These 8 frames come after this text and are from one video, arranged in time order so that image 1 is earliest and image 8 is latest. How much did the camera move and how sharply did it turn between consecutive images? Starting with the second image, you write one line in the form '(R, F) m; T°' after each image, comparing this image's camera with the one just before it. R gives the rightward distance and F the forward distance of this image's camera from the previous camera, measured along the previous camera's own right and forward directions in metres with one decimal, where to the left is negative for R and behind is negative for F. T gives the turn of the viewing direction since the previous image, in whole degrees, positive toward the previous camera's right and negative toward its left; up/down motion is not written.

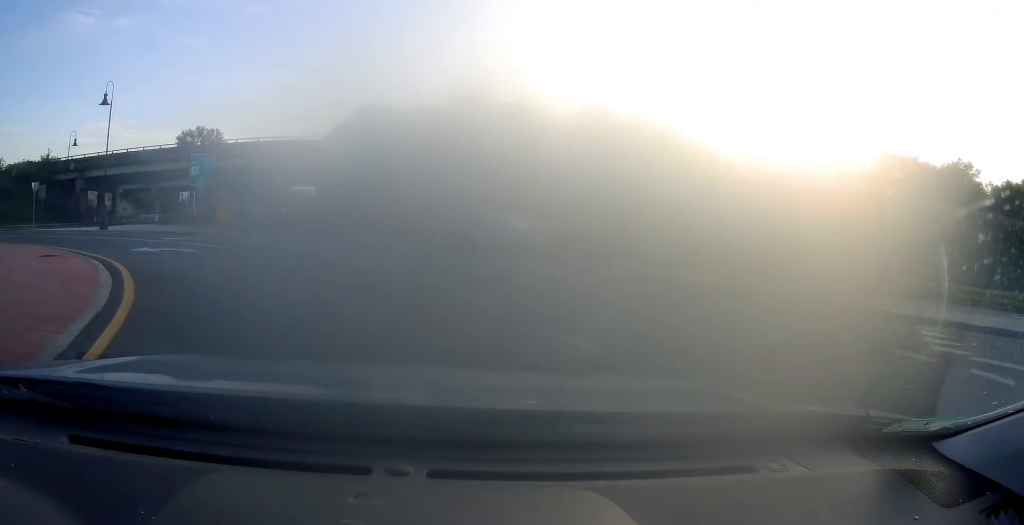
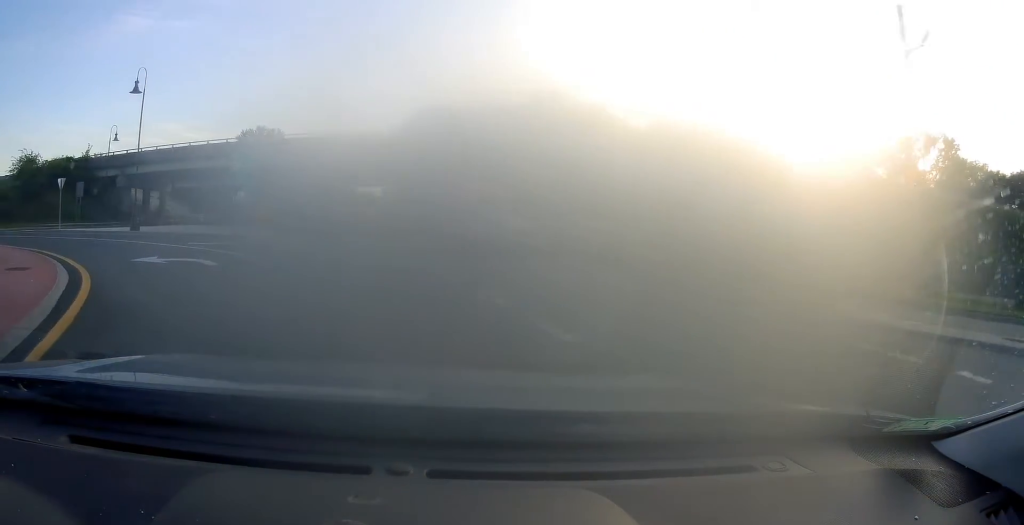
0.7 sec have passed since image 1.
(-0.2, +4.5) m; -5°
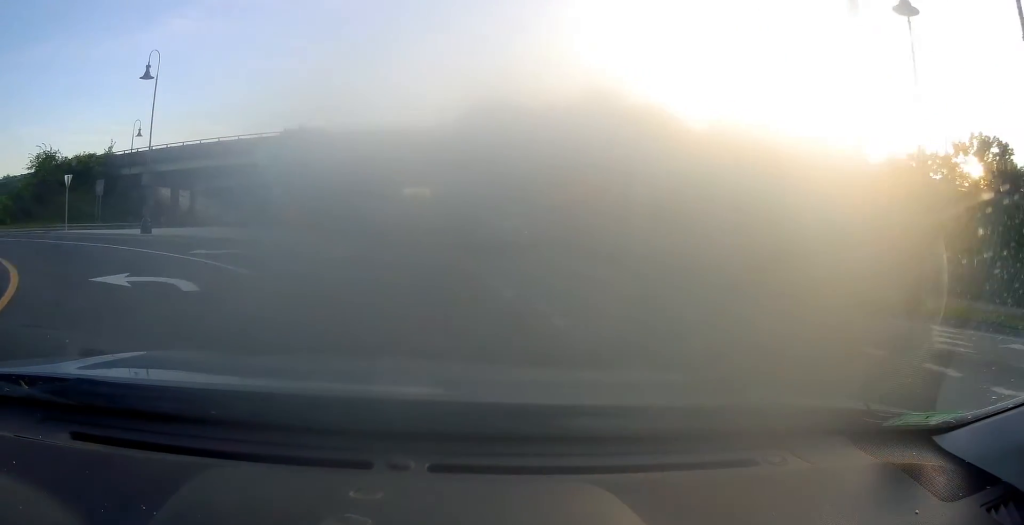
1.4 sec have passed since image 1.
(-0.1, +4.6) m; -5°
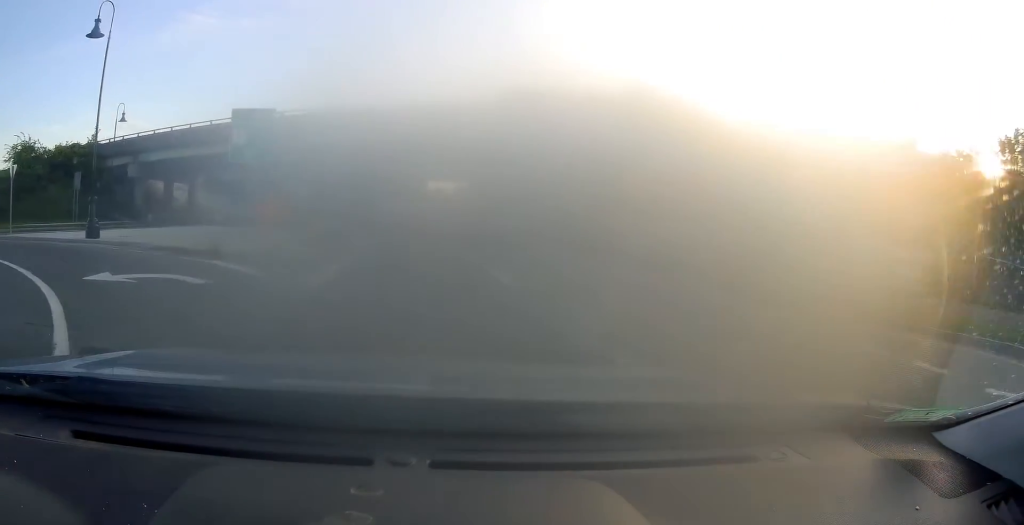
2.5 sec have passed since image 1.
(-0.4, +8.3) m; +2°
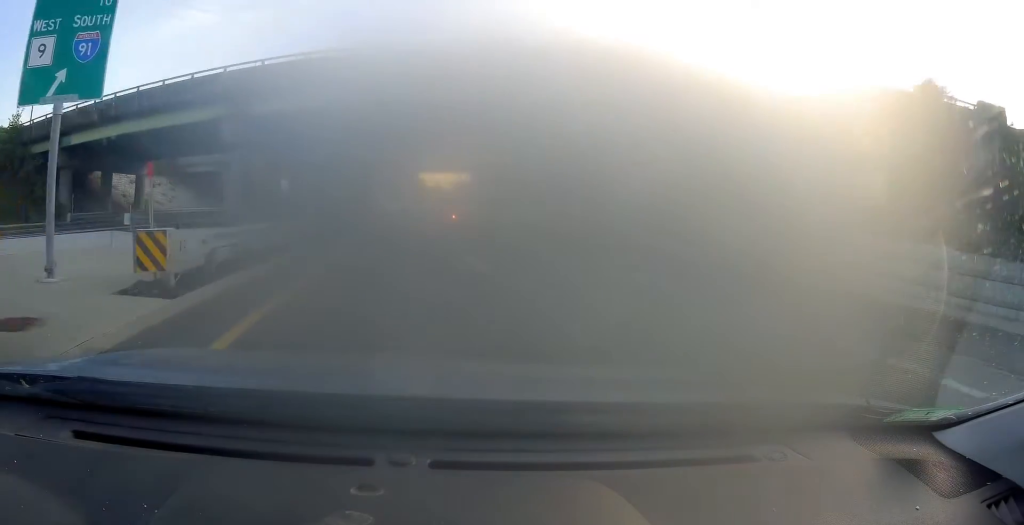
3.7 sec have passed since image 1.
(+0.5, +12.1) m; 0°
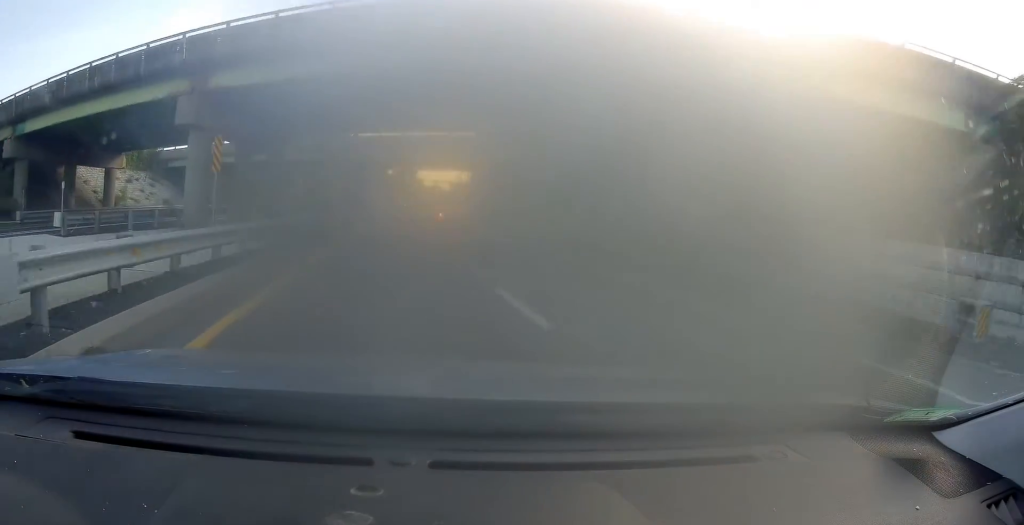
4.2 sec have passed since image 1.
(-0.2, +5.2) m; -1°
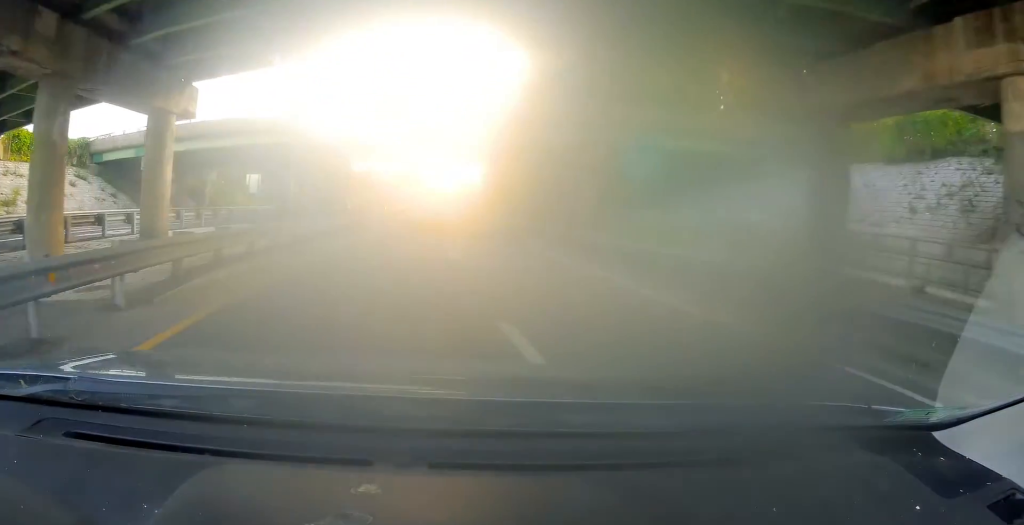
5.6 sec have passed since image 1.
(0.0, +15.6) m; +1°
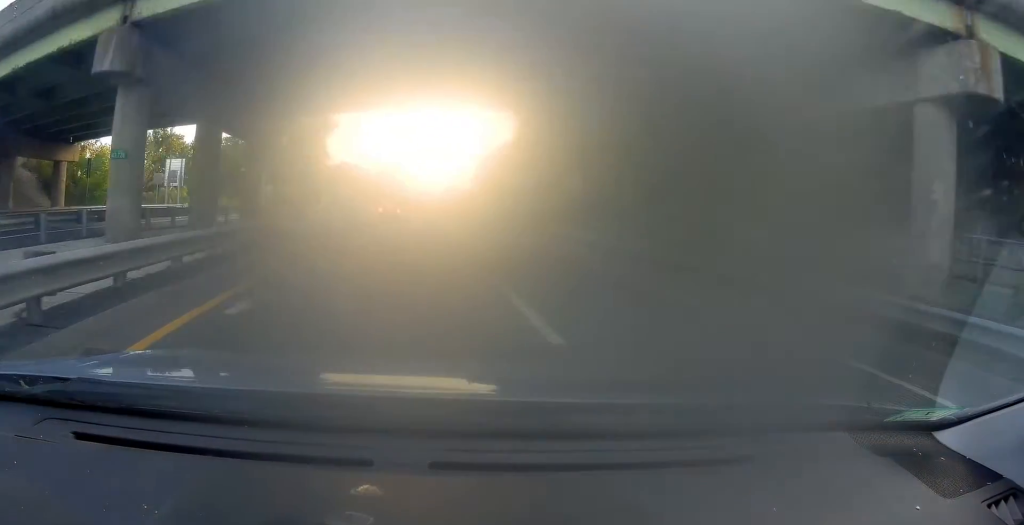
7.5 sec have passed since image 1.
(-0.1, +24.1) m; +2°
